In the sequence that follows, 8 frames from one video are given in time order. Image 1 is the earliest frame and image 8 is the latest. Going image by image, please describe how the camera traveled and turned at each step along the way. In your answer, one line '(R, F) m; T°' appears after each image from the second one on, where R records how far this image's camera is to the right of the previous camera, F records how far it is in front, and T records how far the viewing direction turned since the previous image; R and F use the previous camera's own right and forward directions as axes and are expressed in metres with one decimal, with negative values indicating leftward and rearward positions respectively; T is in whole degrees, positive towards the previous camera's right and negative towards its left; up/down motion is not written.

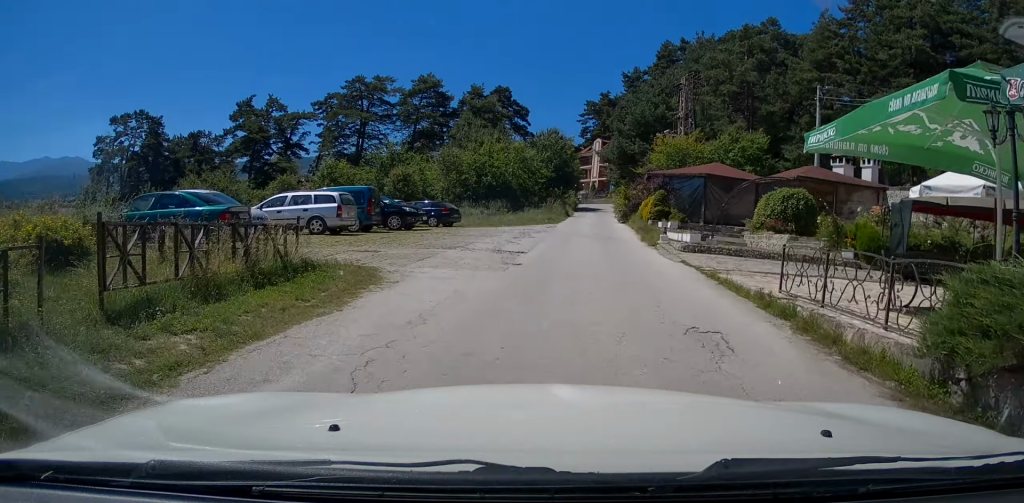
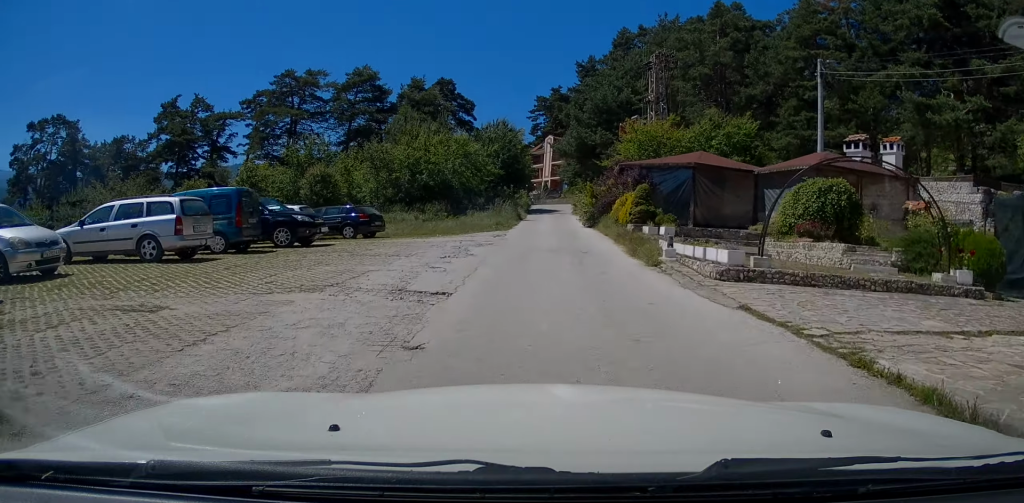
(+0.2, +6.8) m; 0°
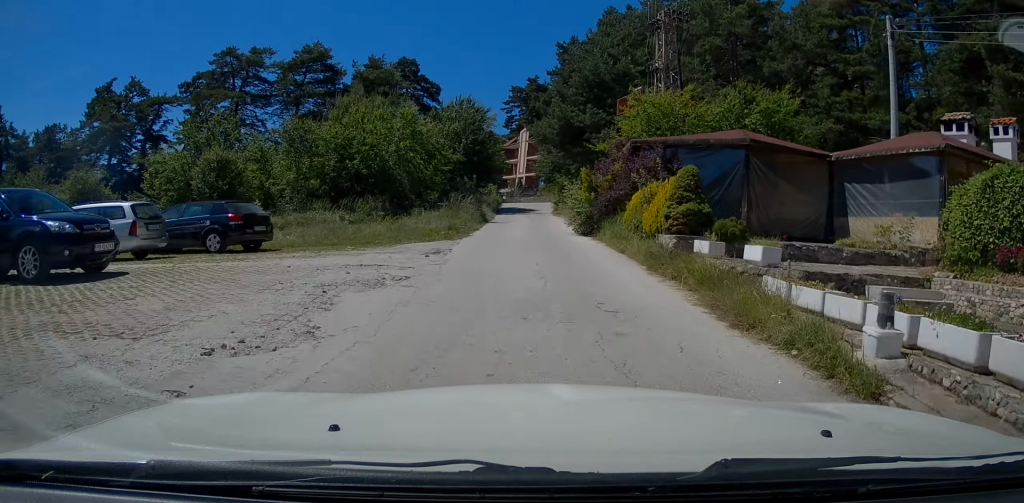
(-0.4, +9.2) m; -4°
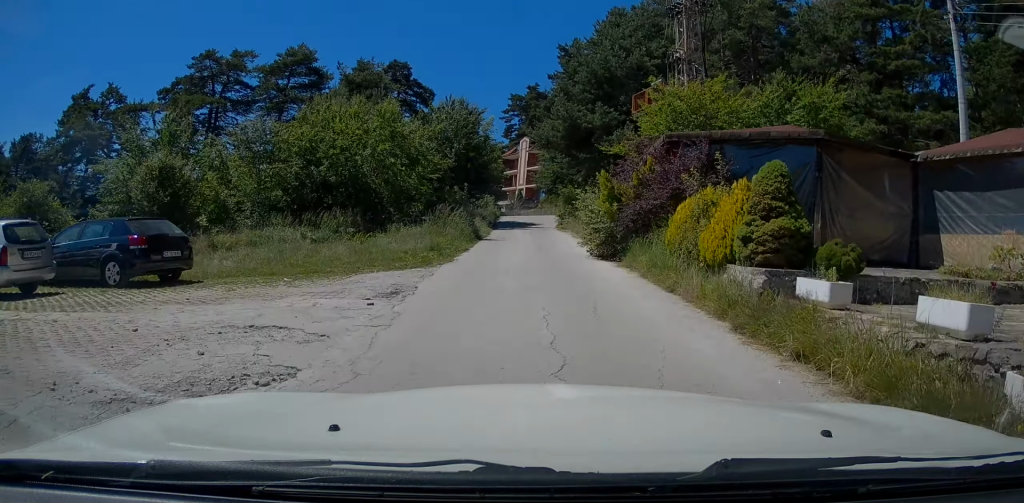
(-0.1, +4.5) m; 0°
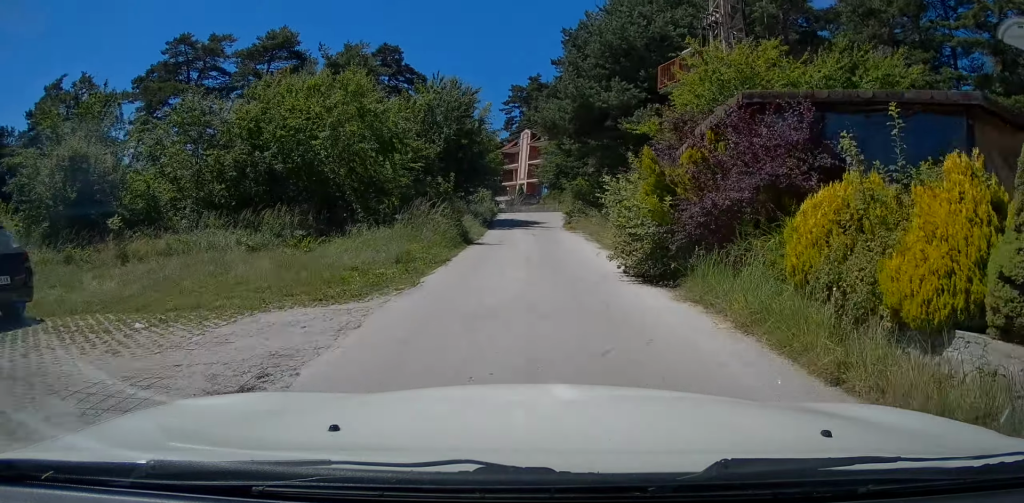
(0.0, +4.9) m; +1°
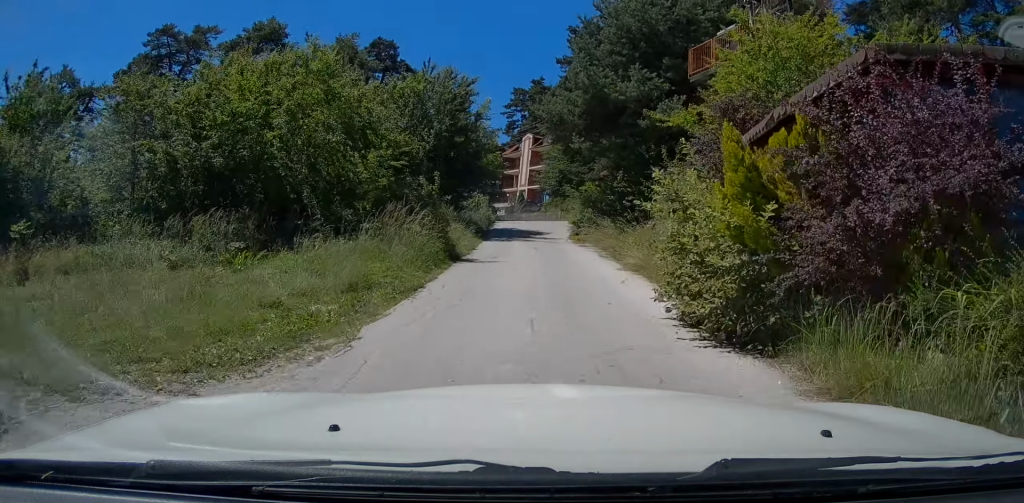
(0.0, +3.5) m; 0°
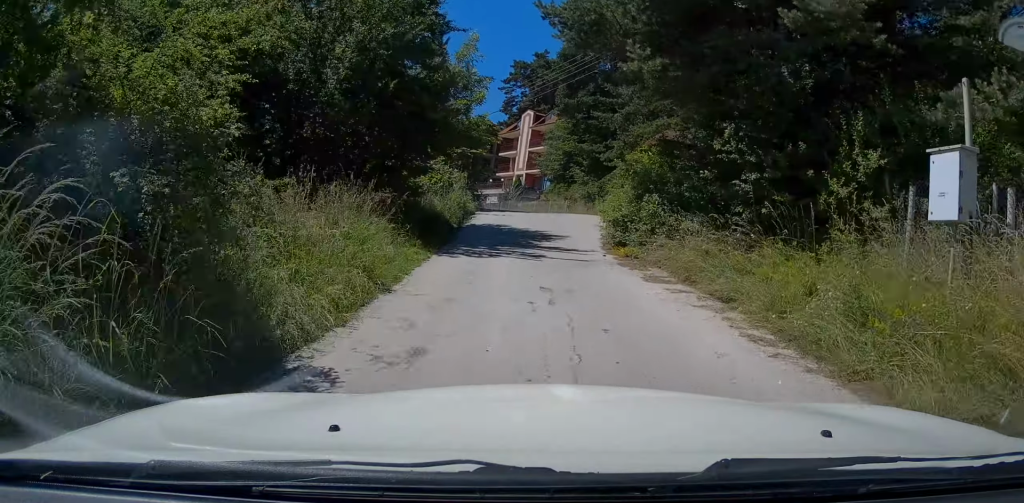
(0.0, +10.7) m; -1°
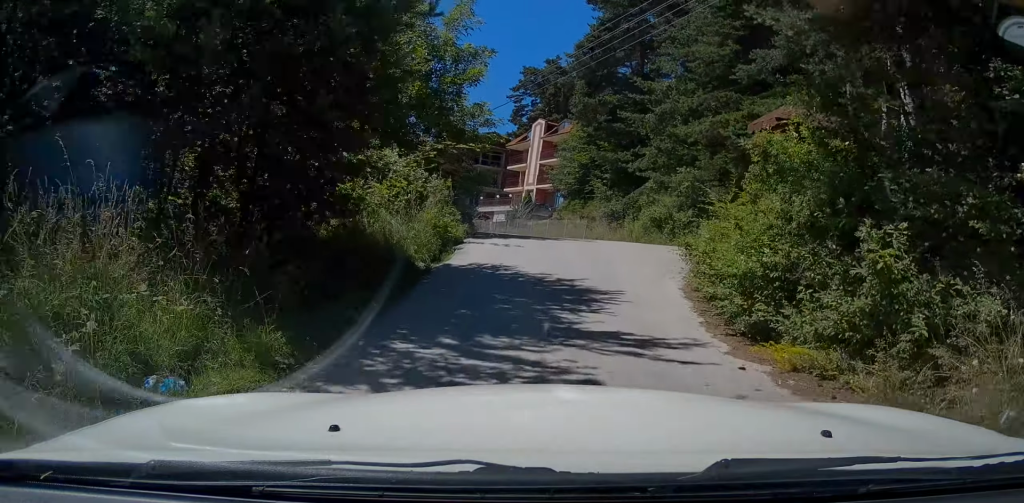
(-0.1, +6.5) m; +1°
